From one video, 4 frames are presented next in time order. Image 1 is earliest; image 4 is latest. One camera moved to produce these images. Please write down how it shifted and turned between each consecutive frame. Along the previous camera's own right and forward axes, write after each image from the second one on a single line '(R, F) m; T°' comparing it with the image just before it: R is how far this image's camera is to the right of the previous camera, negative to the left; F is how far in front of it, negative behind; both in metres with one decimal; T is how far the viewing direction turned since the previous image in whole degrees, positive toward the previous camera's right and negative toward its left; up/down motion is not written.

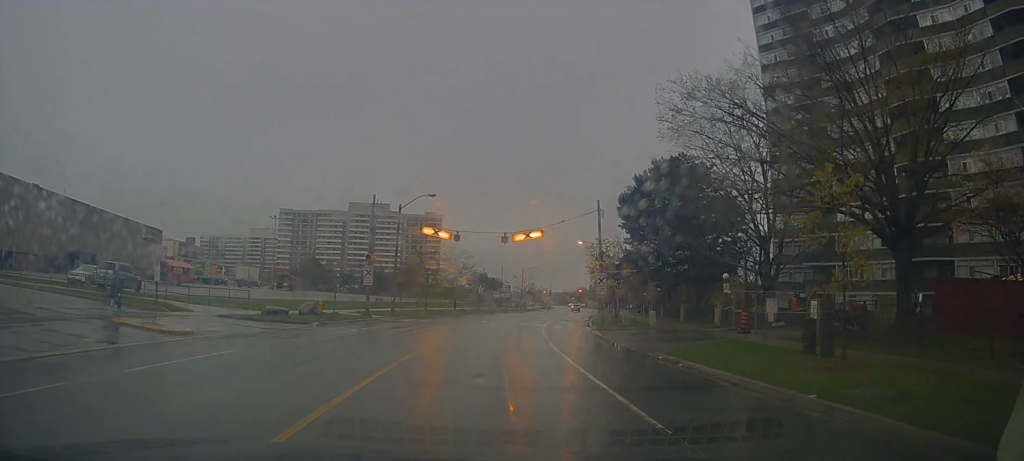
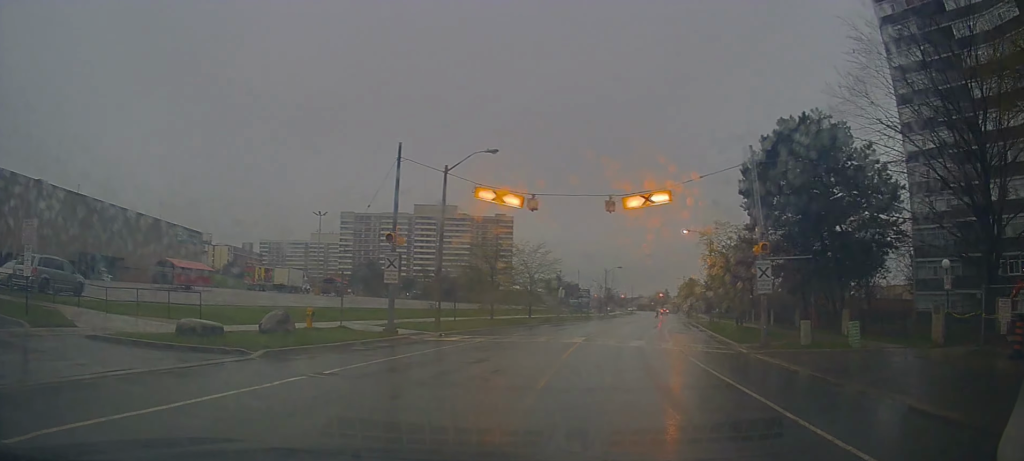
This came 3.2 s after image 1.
(0.0, +15.2) m; -6°
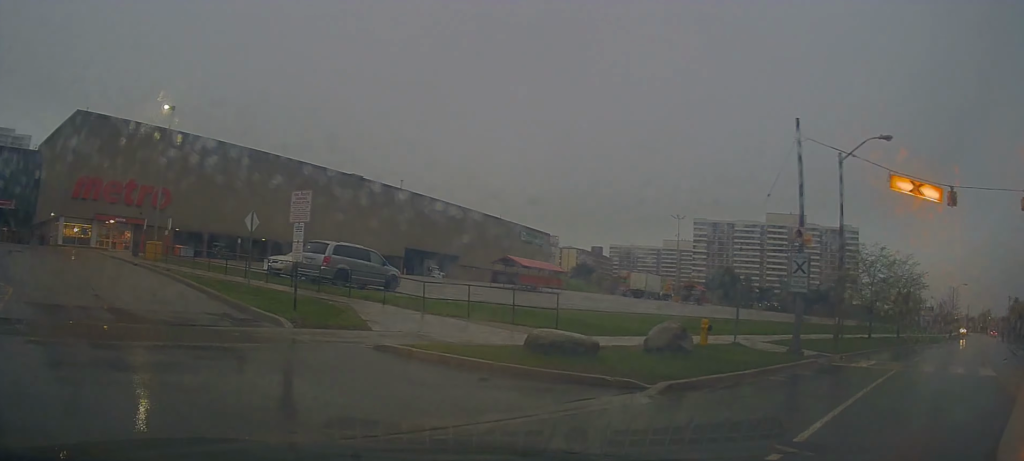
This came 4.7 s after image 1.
(-0.7, +3.8) m; -36°
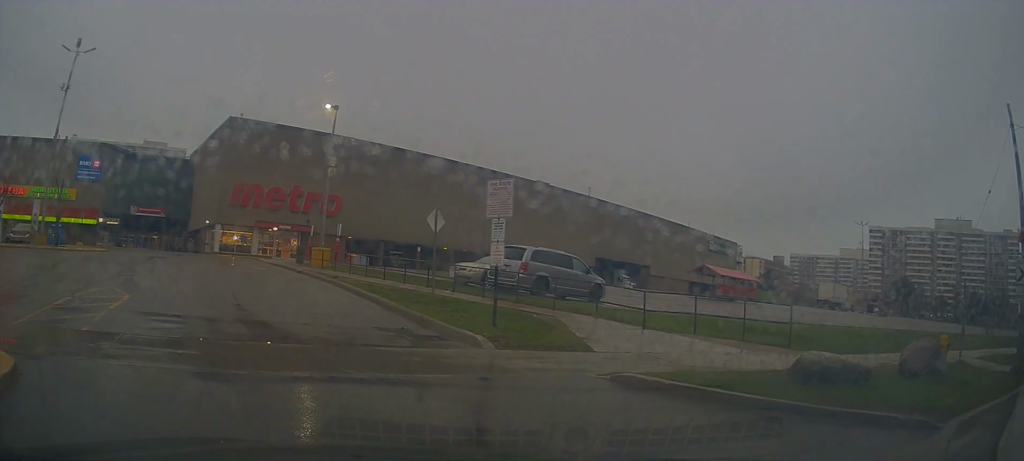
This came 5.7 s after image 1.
(-0.8, +2.4) m; -29°
